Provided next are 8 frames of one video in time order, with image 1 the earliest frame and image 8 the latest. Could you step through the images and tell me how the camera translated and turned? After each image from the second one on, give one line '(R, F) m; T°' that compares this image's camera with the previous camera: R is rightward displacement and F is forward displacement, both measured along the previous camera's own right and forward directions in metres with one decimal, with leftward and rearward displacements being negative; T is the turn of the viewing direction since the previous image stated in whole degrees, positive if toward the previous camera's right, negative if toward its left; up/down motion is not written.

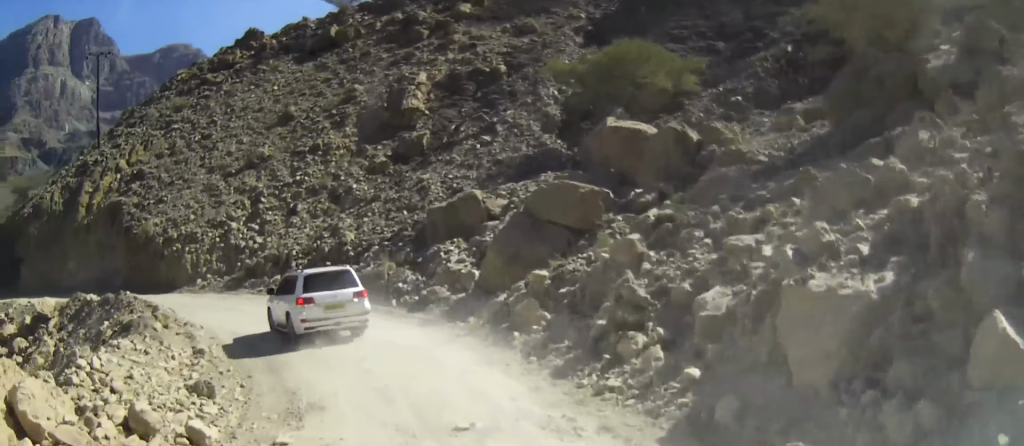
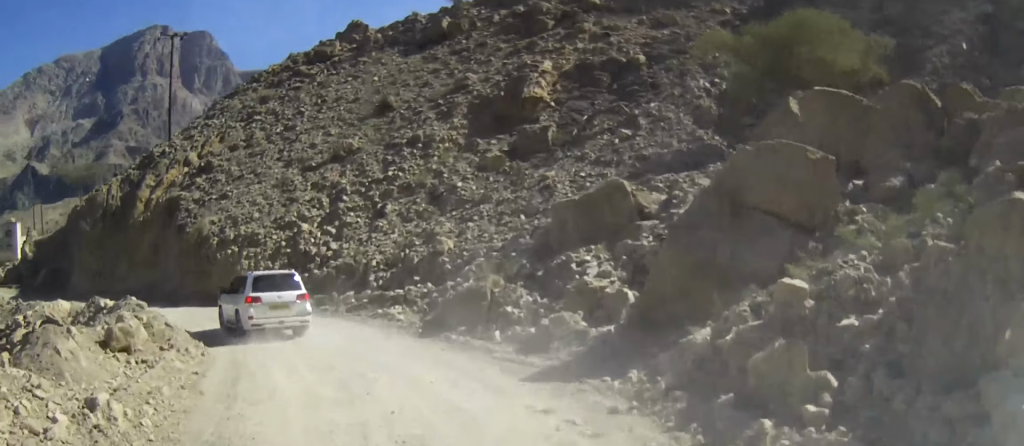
(-0.9, +8.7) m; -13°
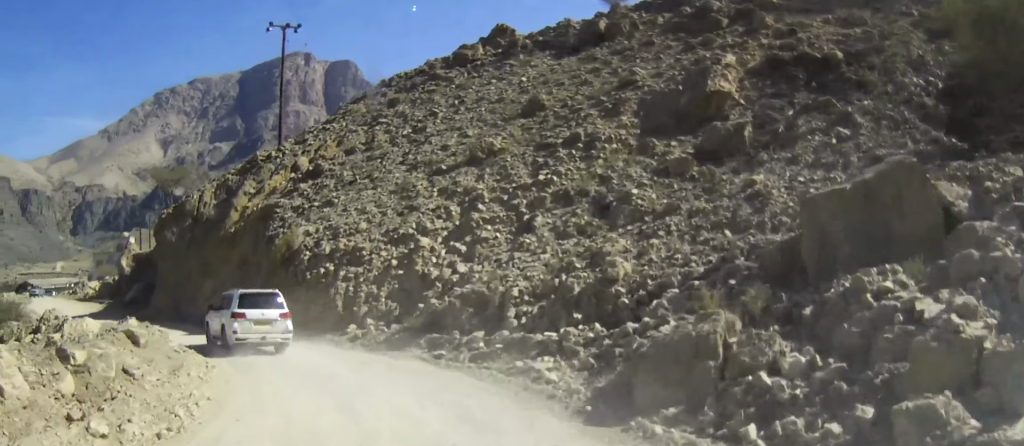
(-0.9, +8.3) m; -10°
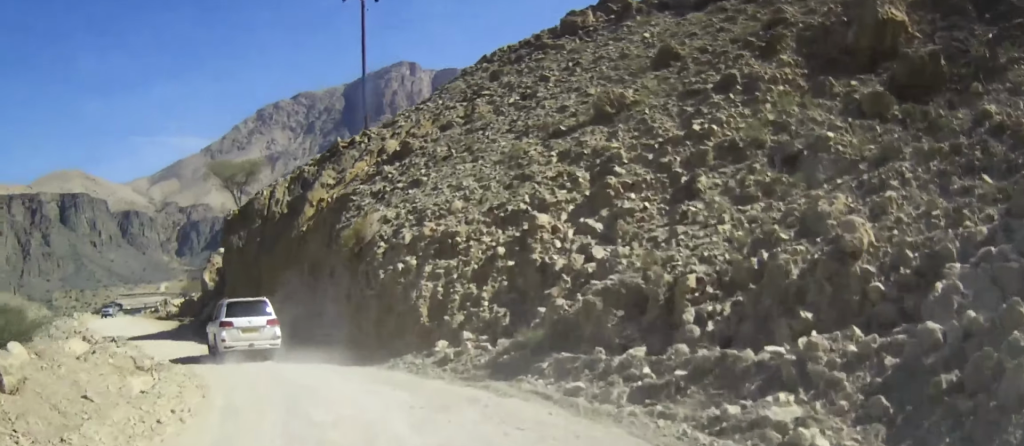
(-0.4, +7.3) m; -9°
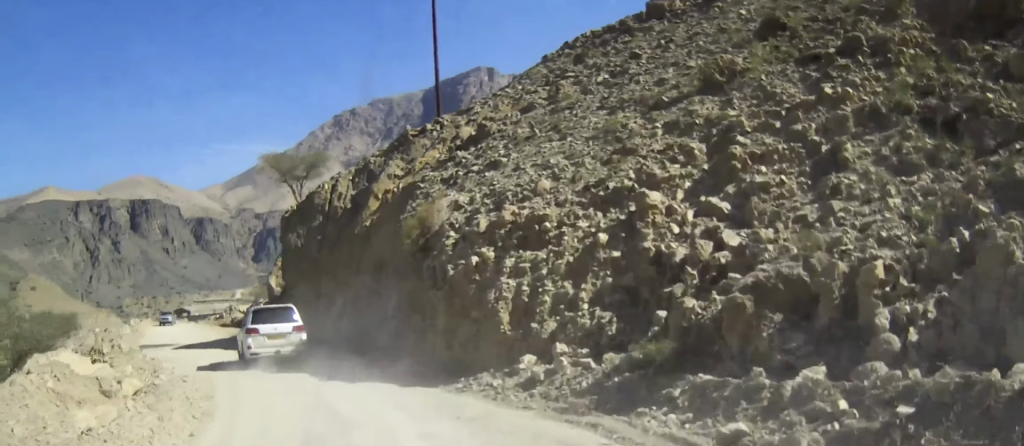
(-0.3, +3.8) m; -6°
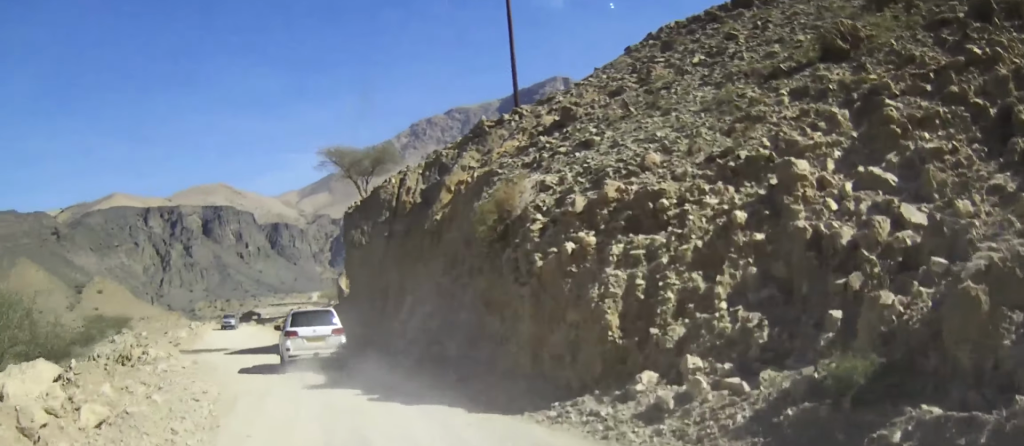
(-0.1, +3.5) m; -6°
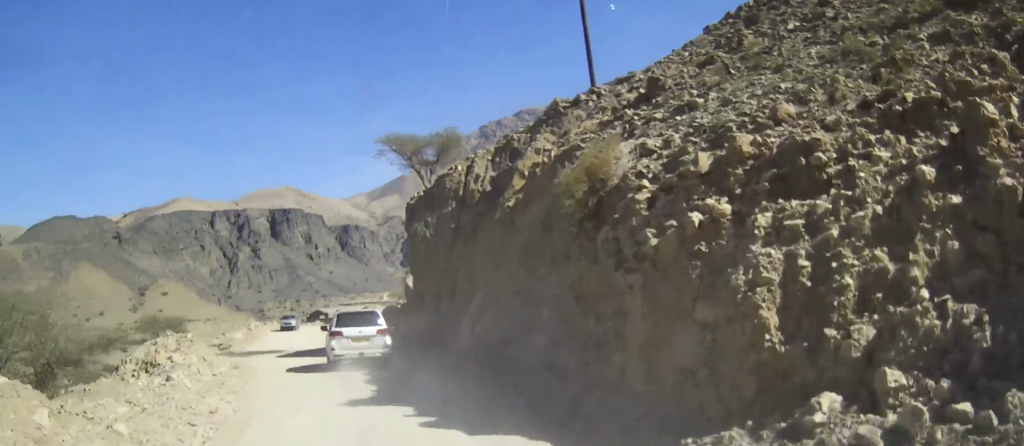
(-0.3, +3.3) m; -5°
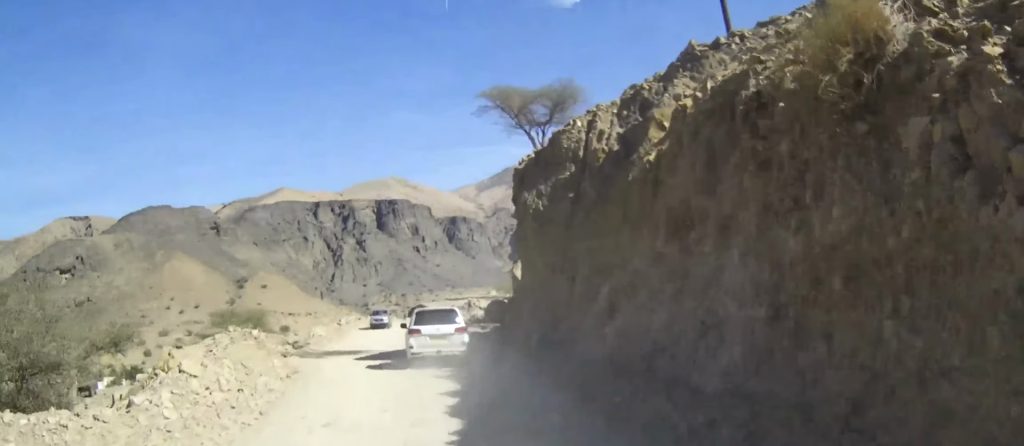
(-0.5, +5.9) m; -8°
